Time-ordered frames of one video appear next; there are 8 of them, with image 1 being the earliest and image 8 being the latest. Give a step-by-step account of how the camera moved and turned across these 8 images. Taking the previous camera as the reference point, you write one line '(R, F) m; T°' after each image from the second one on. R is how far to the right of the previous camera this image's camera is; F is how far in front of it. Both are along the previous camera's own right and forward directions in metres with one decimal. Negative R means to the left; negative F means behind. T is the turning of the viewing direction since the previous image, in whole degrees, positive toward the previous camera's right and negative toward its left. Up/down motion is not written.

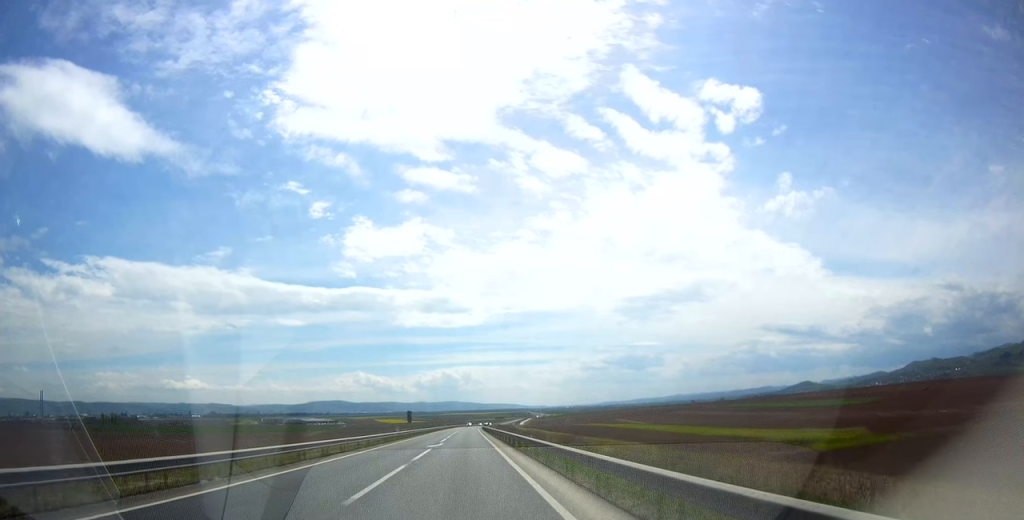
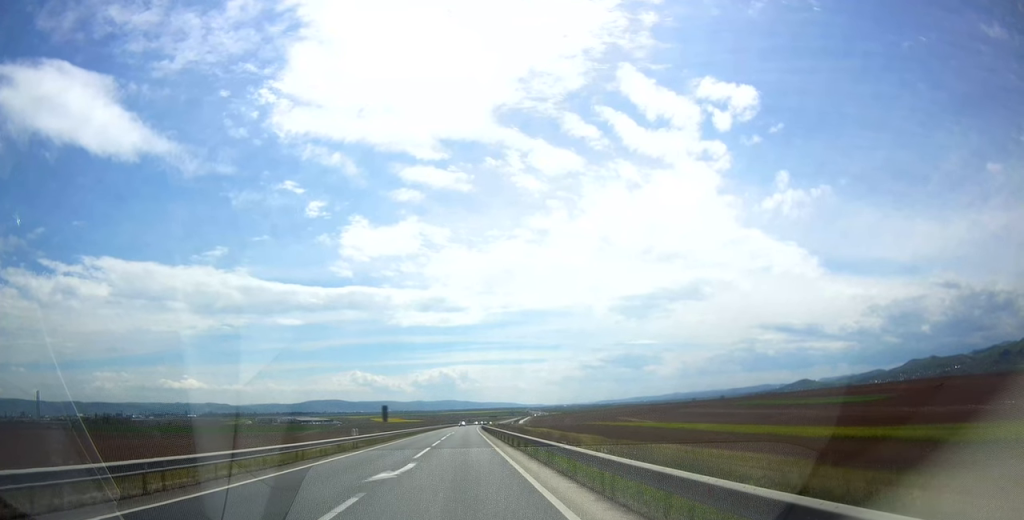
(+0.1, +20.1) m; 0°
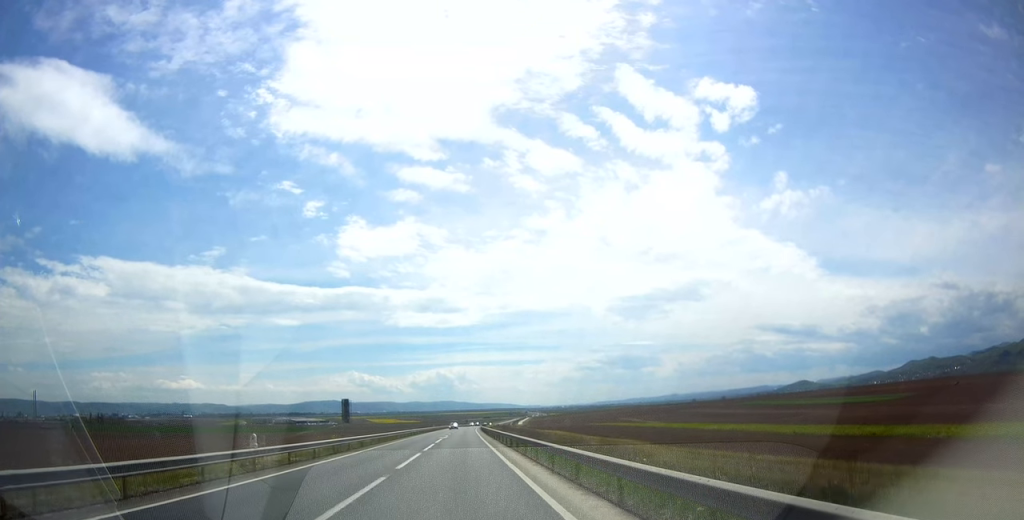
(-0.3, +16.8) m; 0°
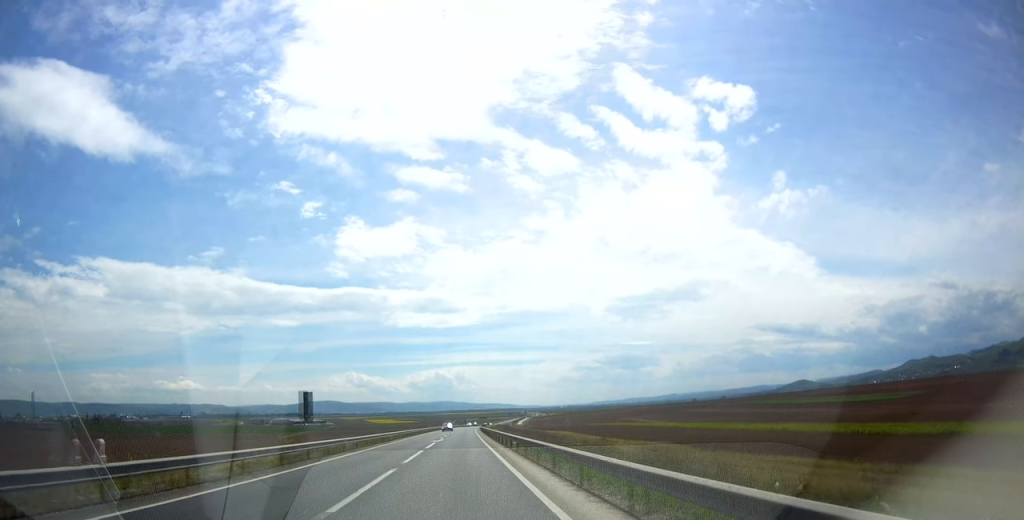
(+0.1, +9.3) m; +1°
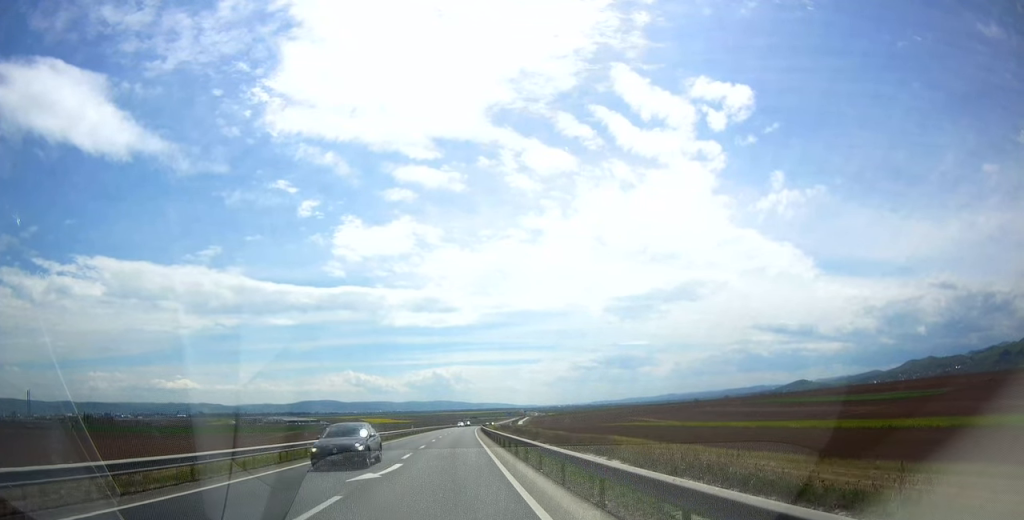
(+0.5, +30.6) m; 0°
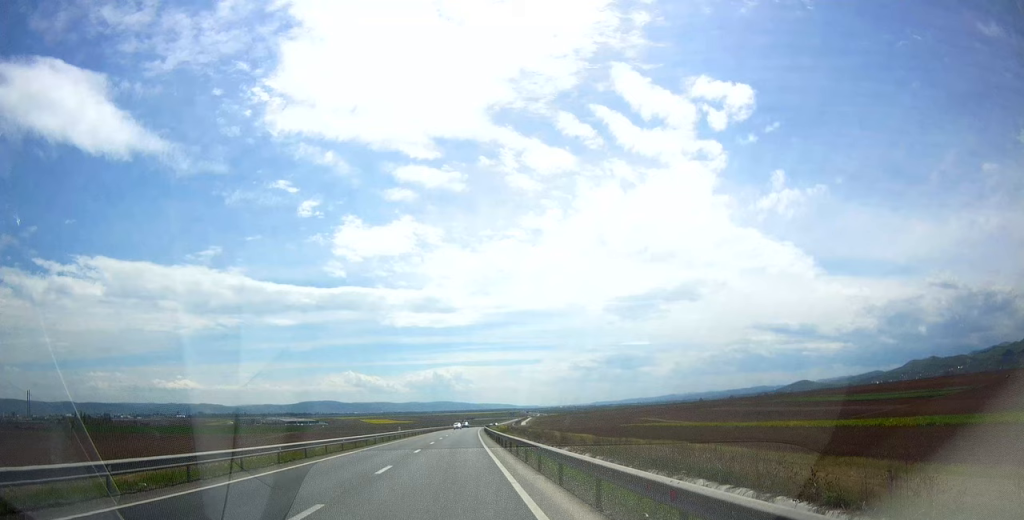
(-0.5, +16.2) m; -1°
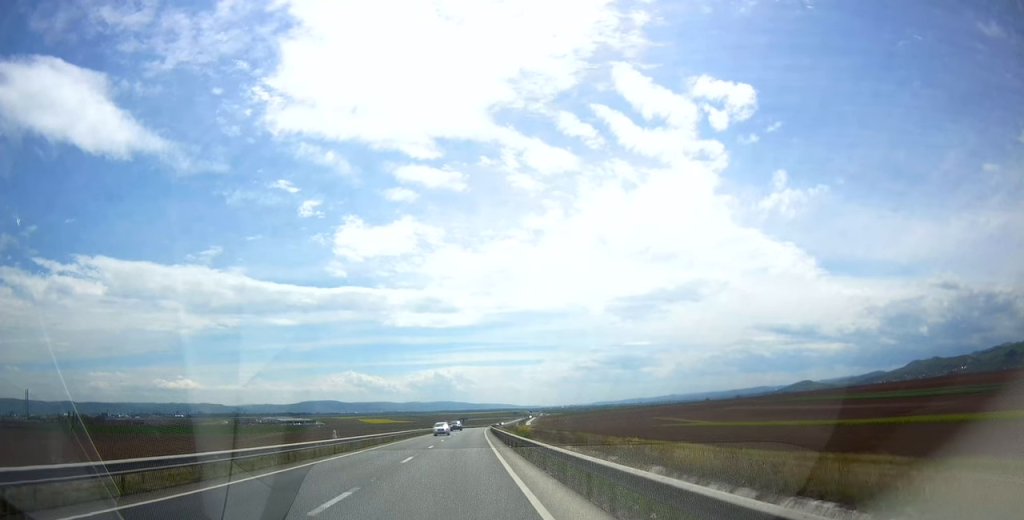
(+0.5, +30.9) m; +2°
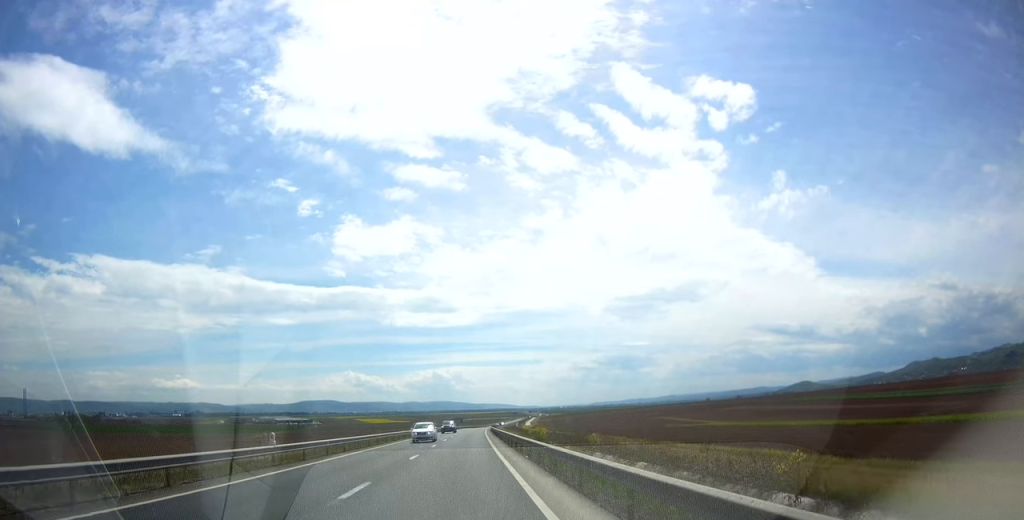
(+0.1, +10.4) m; 0°
